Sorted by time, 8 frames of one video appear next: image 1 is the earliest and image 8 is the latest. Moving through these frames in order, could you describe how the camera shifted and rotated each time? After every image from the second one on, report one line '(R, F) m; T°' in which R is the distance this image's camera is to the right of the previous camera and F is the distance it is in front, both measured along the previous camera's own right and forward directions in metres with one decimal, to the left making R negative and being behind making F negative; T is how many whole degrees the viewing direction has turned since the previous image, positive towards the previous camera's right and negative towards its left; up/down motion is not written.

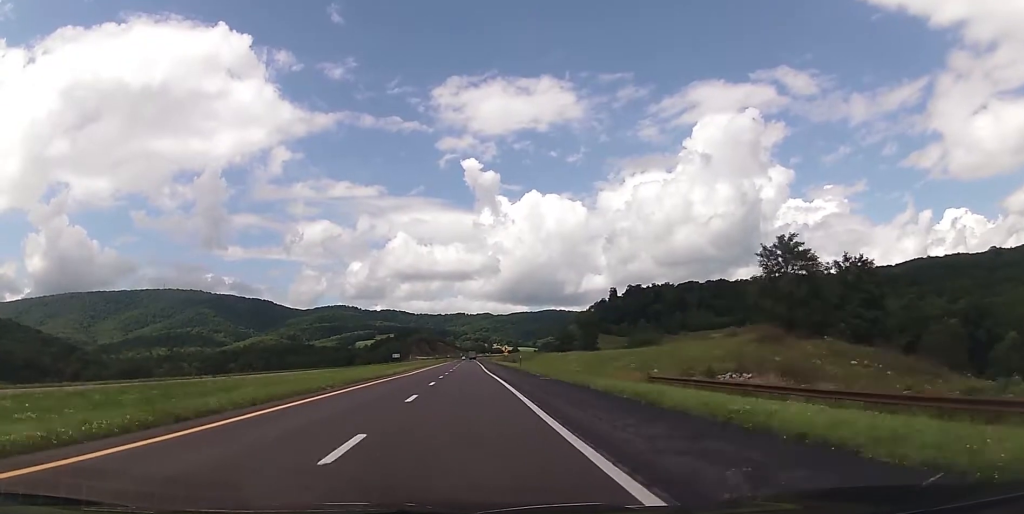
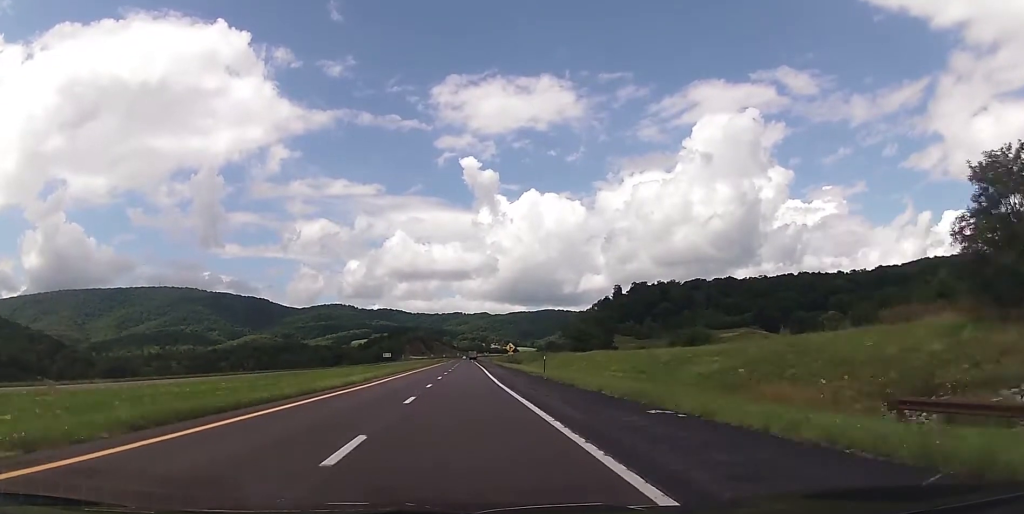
(+0.2, +24.3) m; 0°
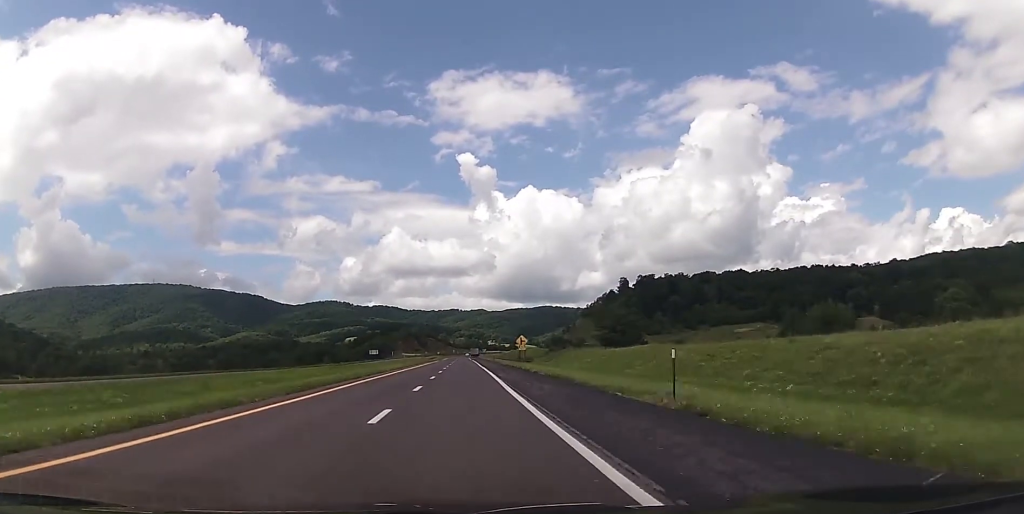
(-0.3, +30.9) m; -1°
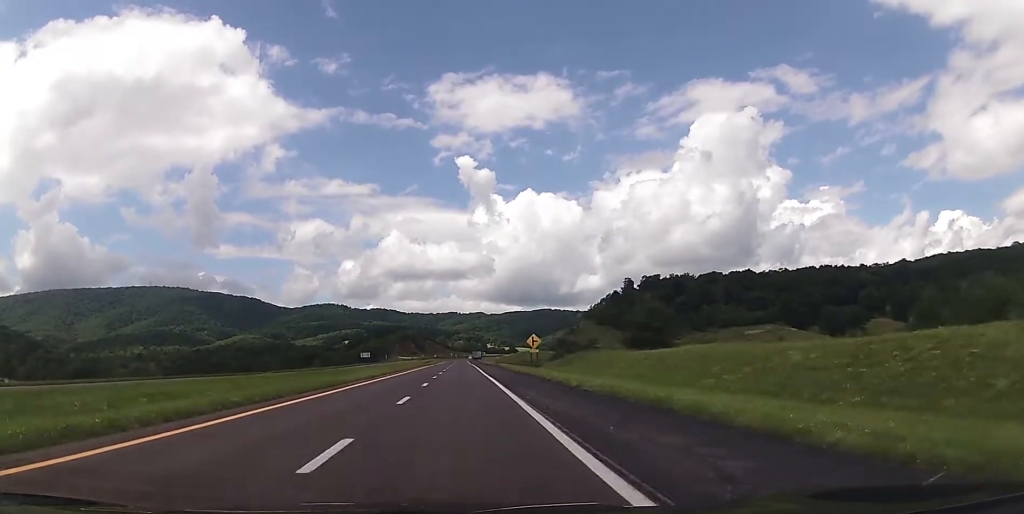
(0.0, +17.7) m; 0°
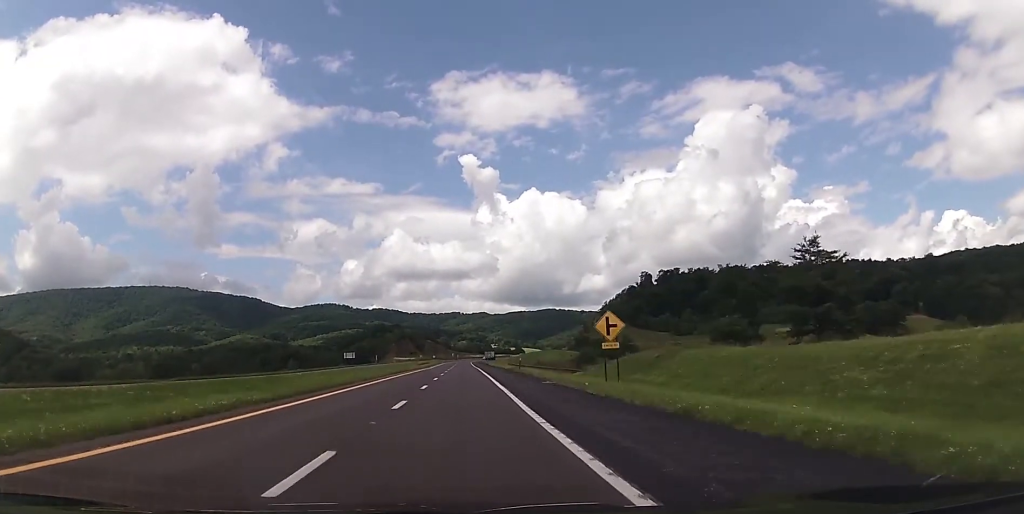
(+0.1, +37.6) m; 0°
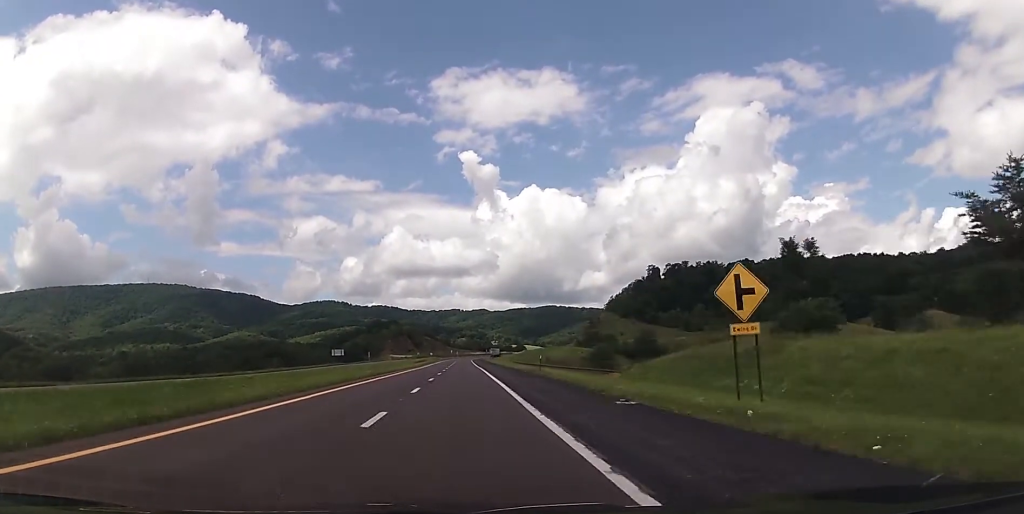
(0.0, +17.7) m; 0°
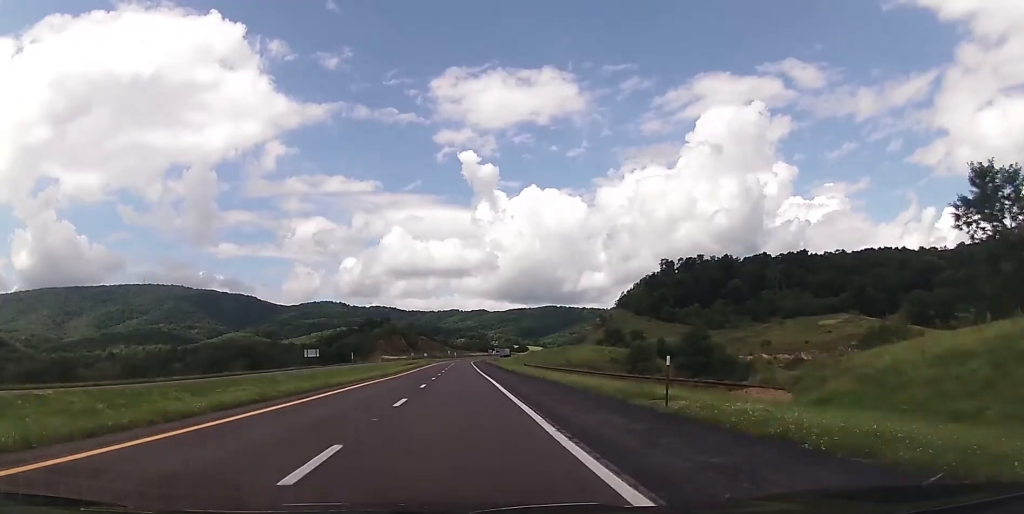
(-0.1, +29.8) m; 0°
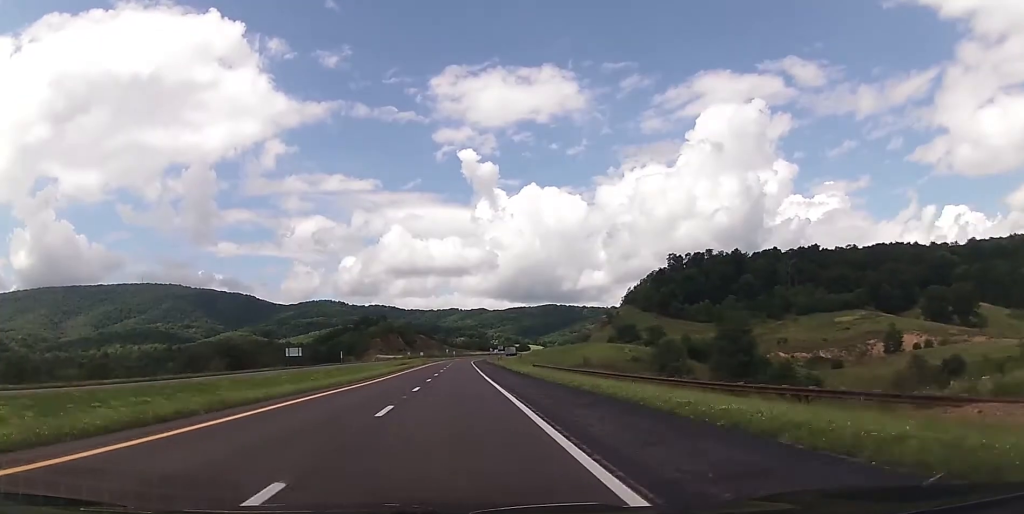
(0.0, +15.5) m; 0°
